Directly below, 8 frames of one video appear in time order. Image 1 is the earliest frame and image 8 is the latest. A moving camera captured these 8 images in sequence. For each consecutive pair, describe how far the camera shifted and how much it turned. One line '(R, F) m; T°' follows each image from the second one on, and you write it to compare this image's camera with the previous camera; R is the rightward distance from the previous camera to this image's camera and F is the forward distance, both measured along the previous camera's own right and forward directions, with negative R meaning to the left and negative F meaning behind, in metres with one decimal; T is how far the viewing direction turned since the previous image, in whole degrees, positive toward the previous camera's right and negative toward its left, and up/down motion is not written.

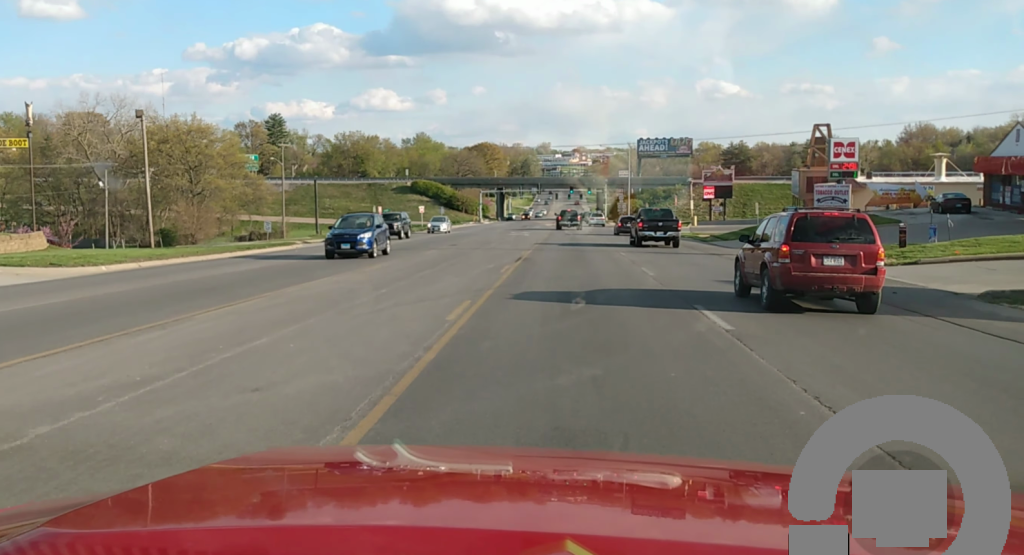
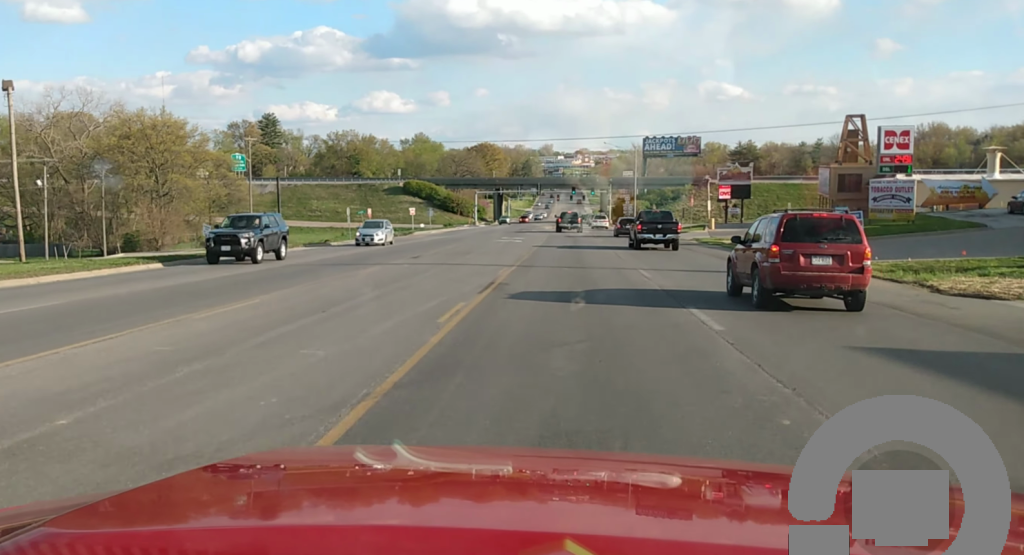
(+0.1, +12.5) m; 0°
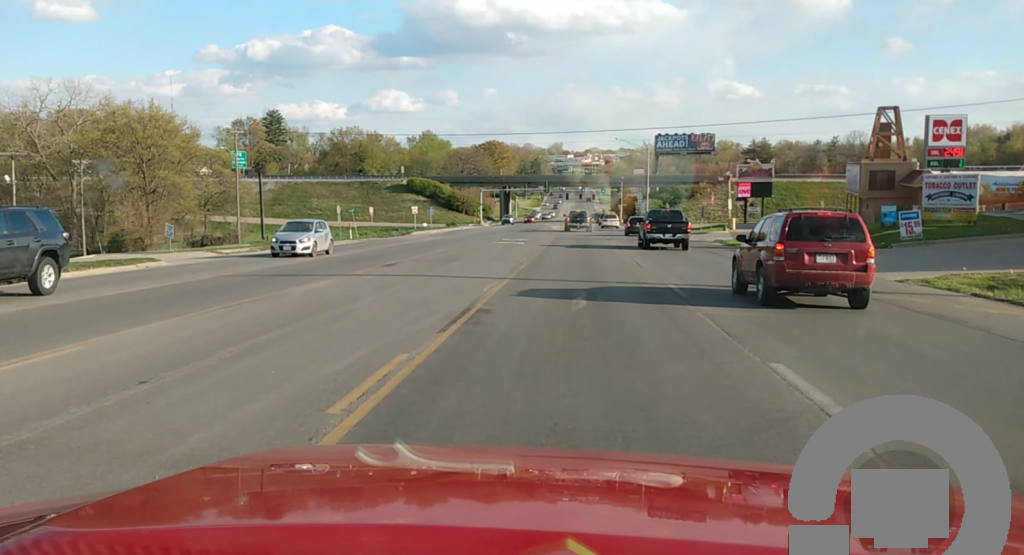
(0.0, +6.8) m; -1°
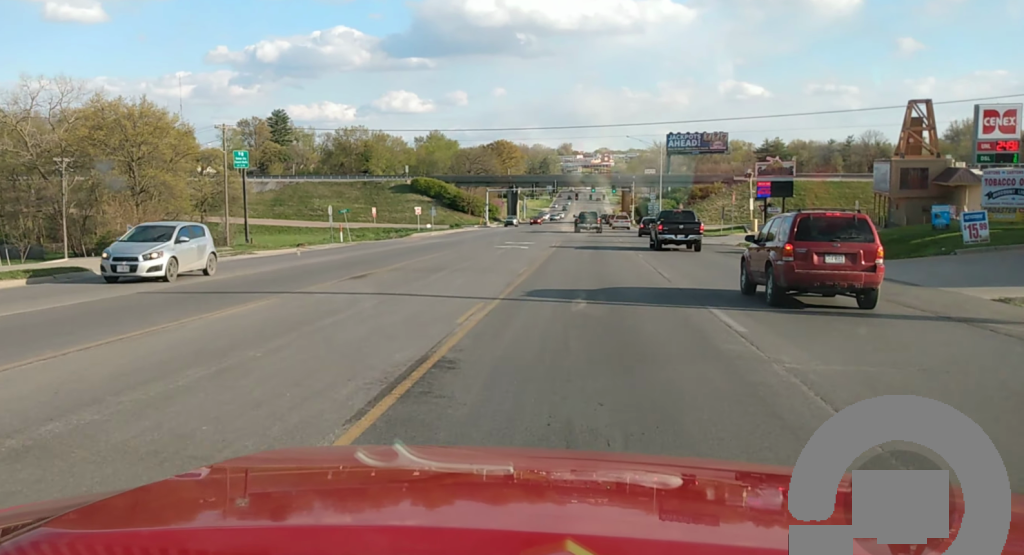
(-0.1, +5.5) m; -1°
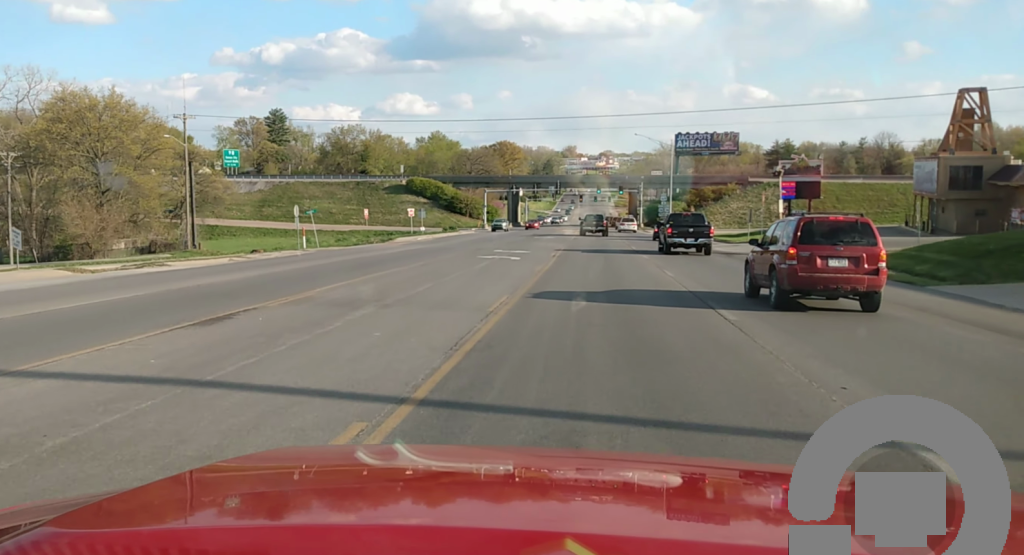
(-0.2, +10.5) m; -1°
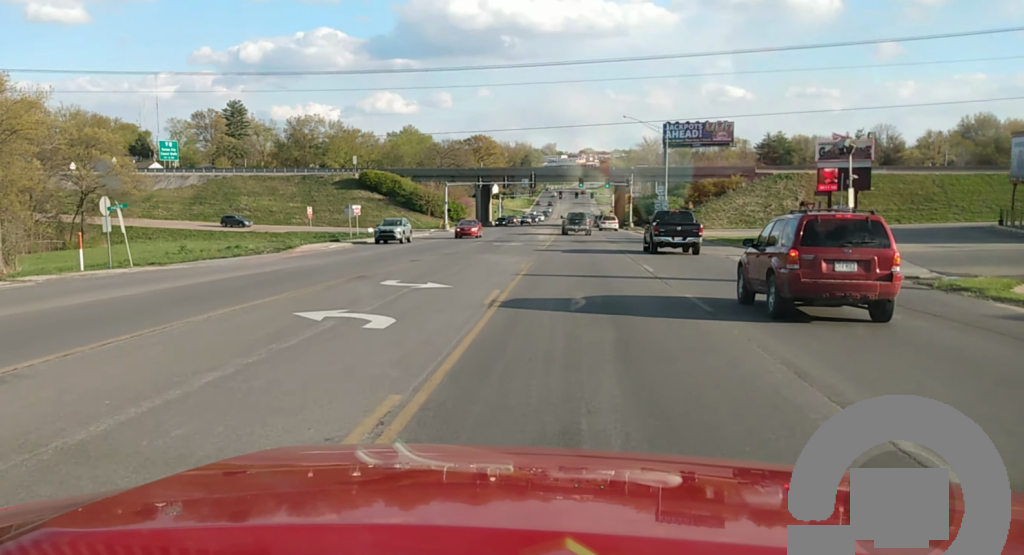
(+0.3, +22.8) m; +3°
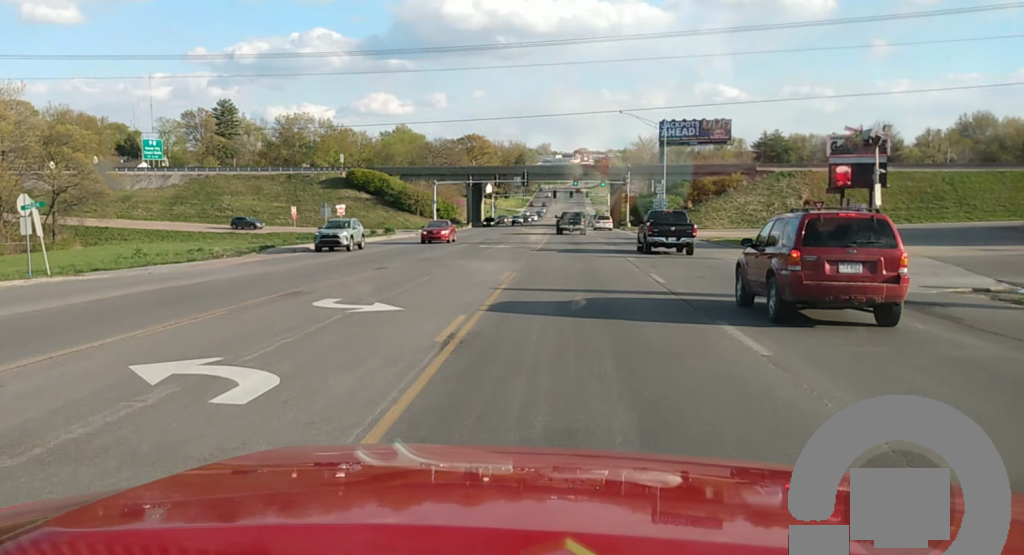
(+0.2, +5.5) m; +1°
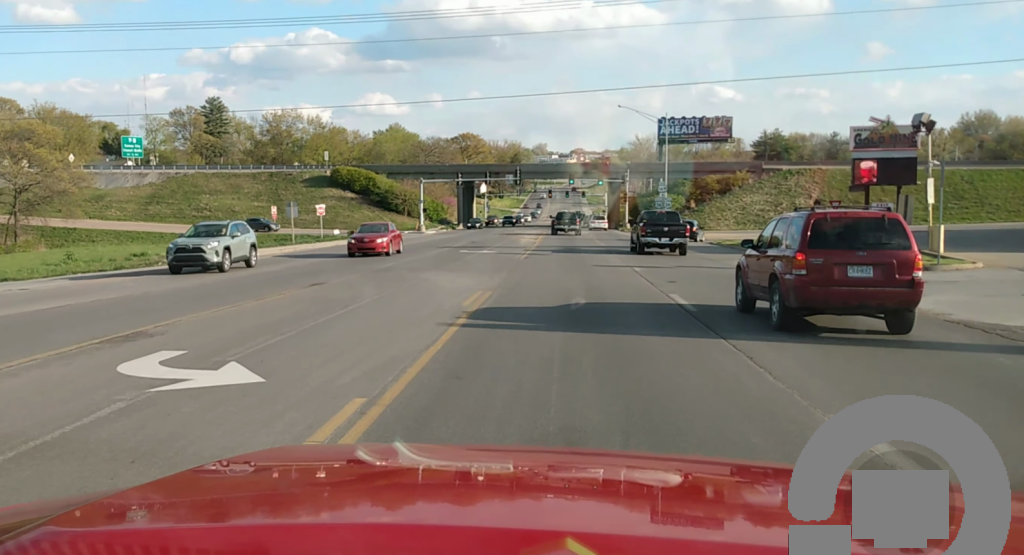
(0.0, +6.8) m; 0°
